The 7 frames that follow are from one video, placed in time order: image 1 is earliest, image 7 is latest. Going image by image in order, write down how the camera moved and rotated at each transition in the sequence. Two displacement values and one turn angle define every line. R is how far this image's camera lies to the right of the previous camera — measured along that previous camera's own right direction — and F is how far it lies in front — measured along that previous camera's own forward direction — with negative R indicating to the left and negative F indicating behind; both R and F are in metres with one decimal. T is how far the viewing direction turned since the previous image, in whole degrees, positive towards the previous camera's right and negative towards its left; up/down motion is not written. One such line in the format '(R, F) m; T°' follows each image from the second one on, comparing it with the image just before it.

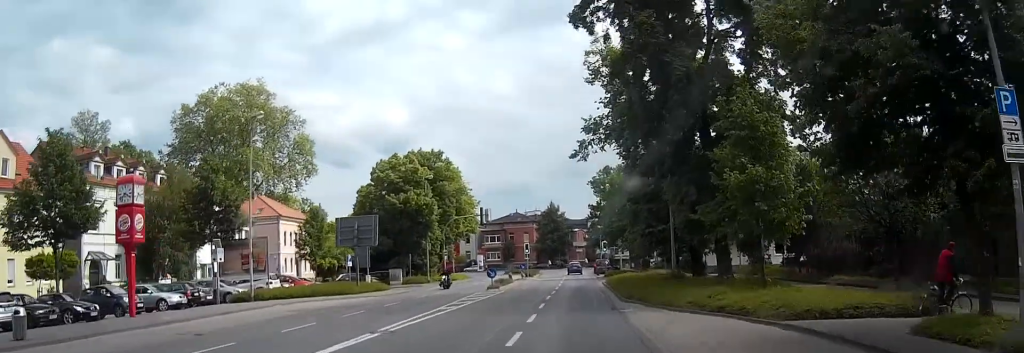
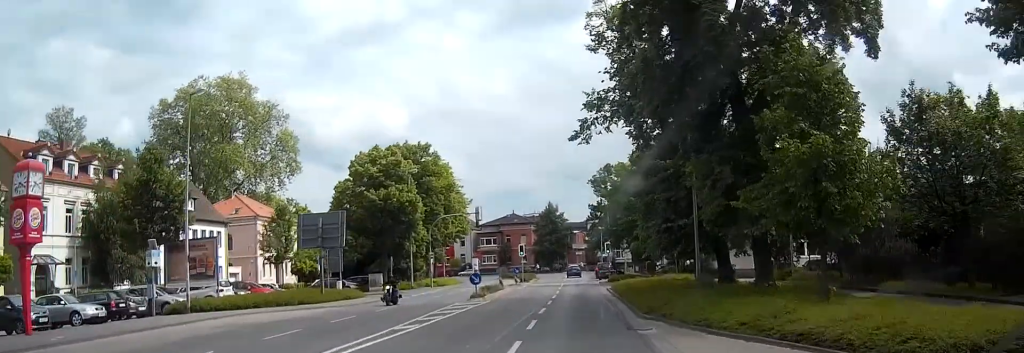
(0.0, +7.2) m; 0°
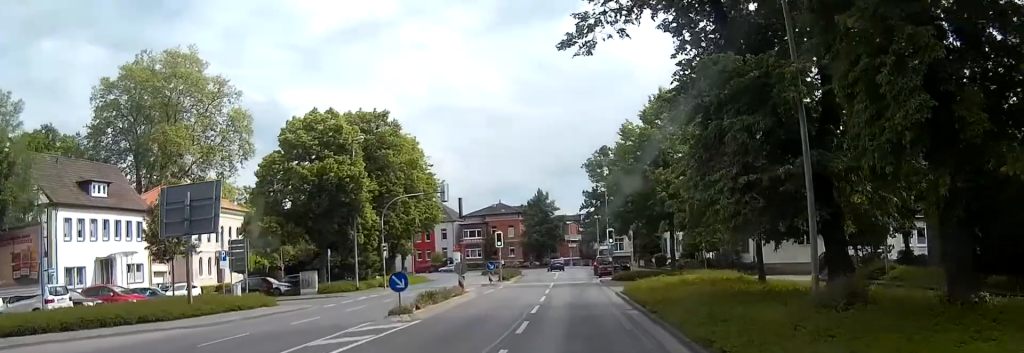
(-0.1, +15.5) m; 0°
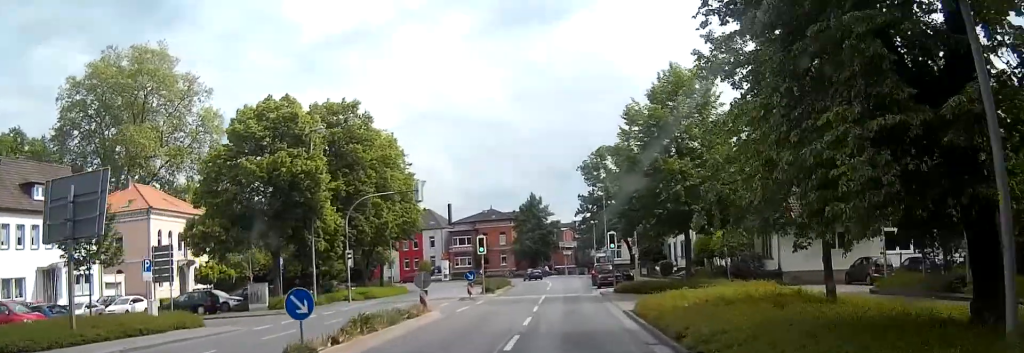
(0.0, +7.8) m; +1°
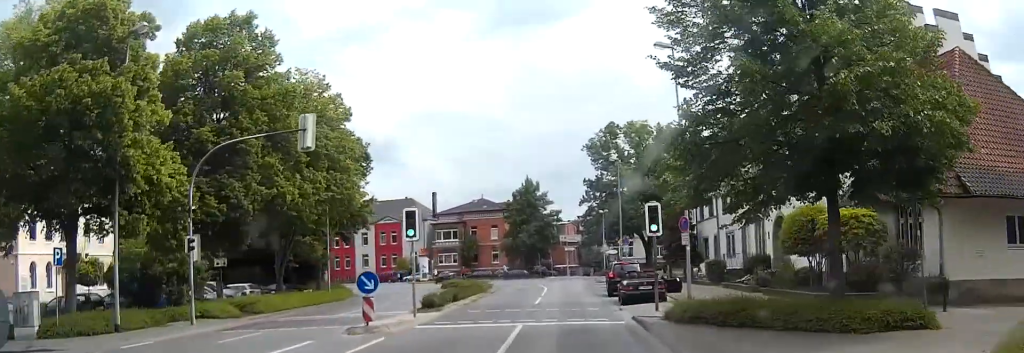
(+0.1, +21.1) m; -1°
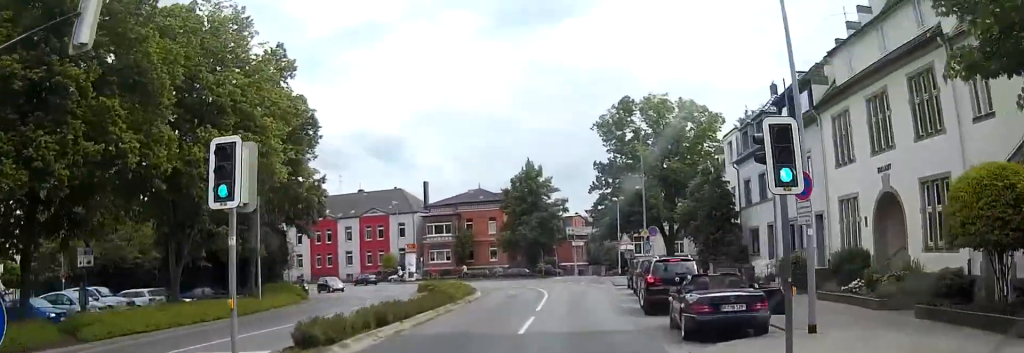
(-0.5, +14.1) m; -2°
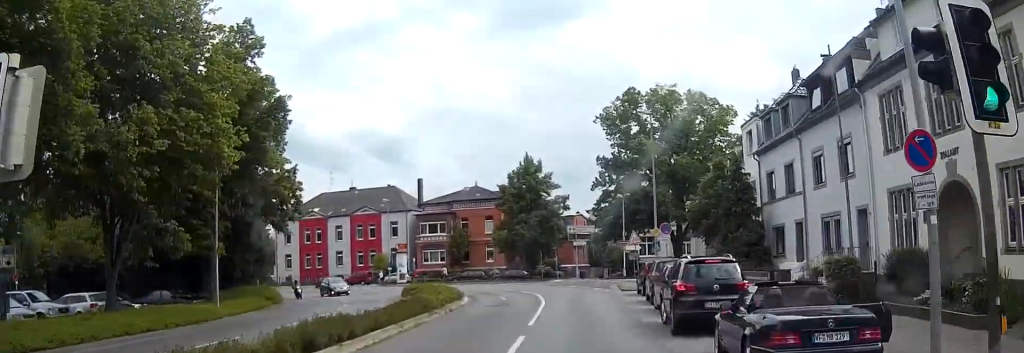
(0.0, +5.6) m; 0°
